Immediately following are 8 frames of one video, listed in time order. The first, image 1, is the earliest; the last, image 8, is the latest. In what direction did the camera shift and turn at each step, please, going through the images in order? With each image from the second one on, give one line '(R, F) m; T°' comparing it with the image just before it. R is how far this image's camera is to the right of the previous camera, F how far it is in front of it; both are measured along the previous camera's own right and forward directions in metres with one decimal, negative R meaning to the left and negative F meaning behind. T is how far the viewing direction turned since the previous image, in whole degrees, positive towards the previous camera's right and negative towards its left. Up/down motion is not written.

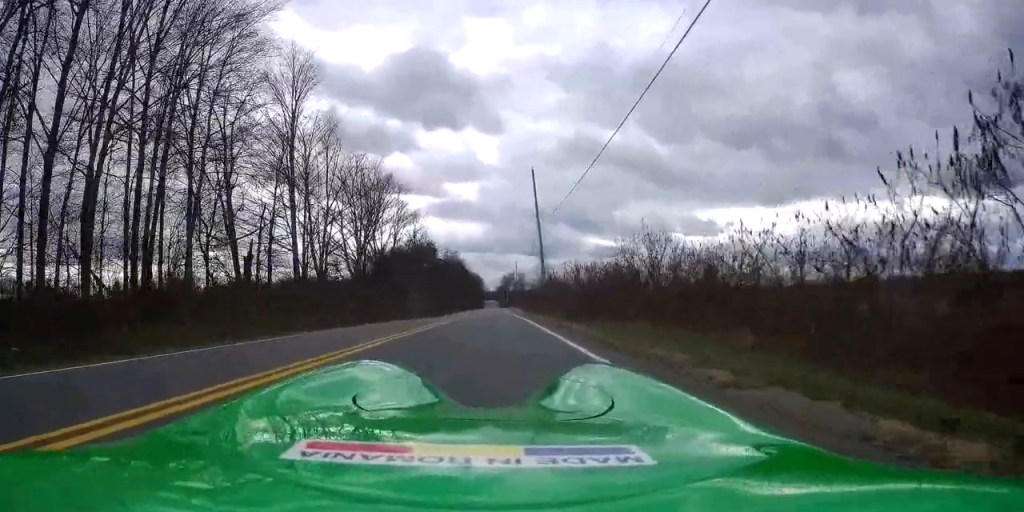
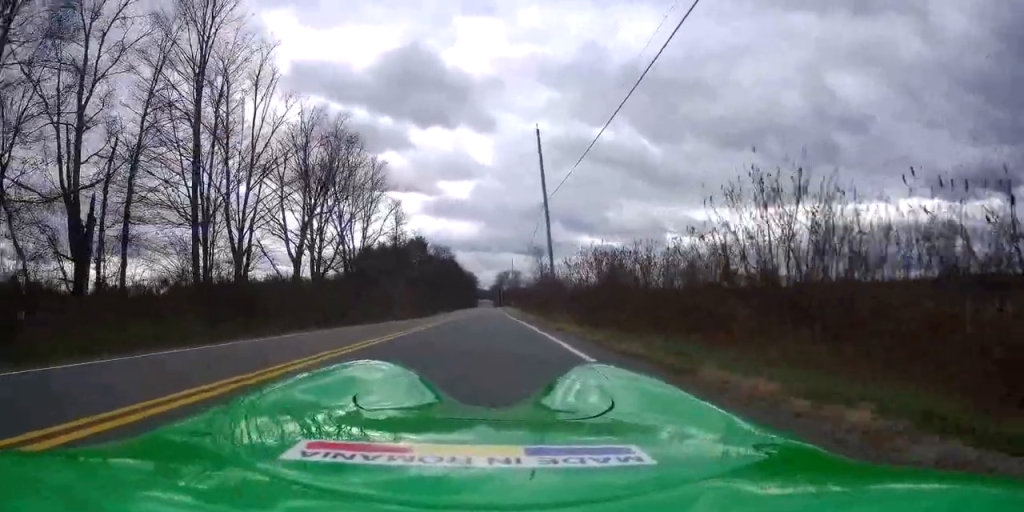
(+0.1, +11.0) m; +1°
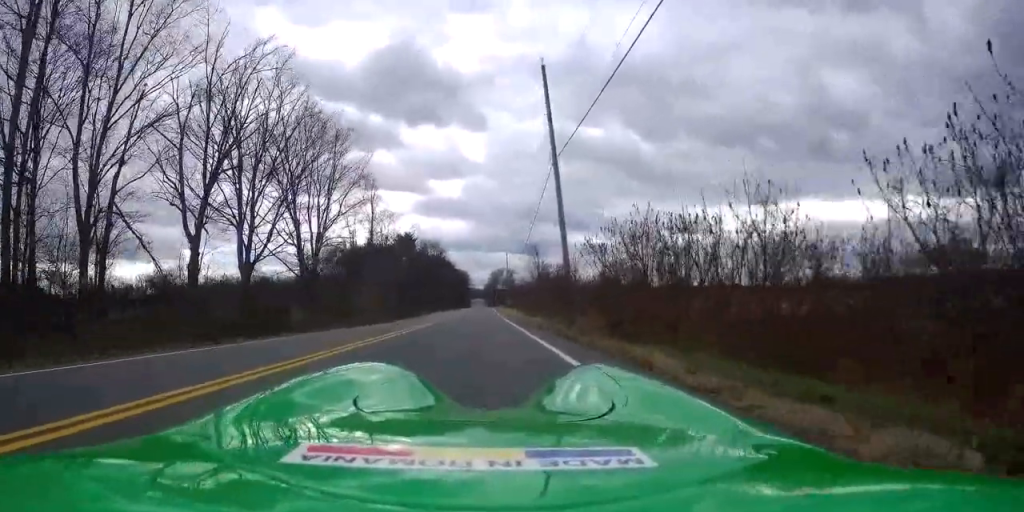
(0.0, +10.2) m; 0°
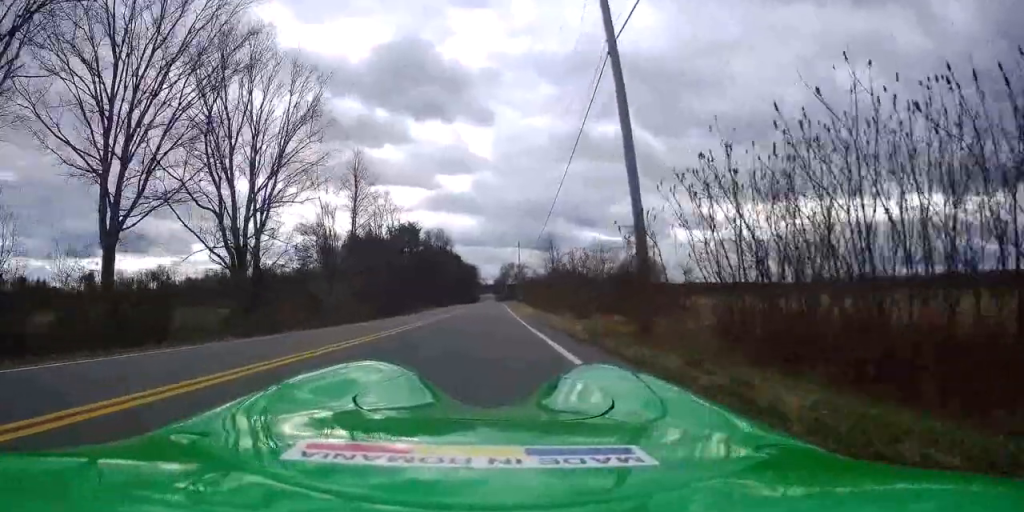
(0.0, +11.8) m; 0°
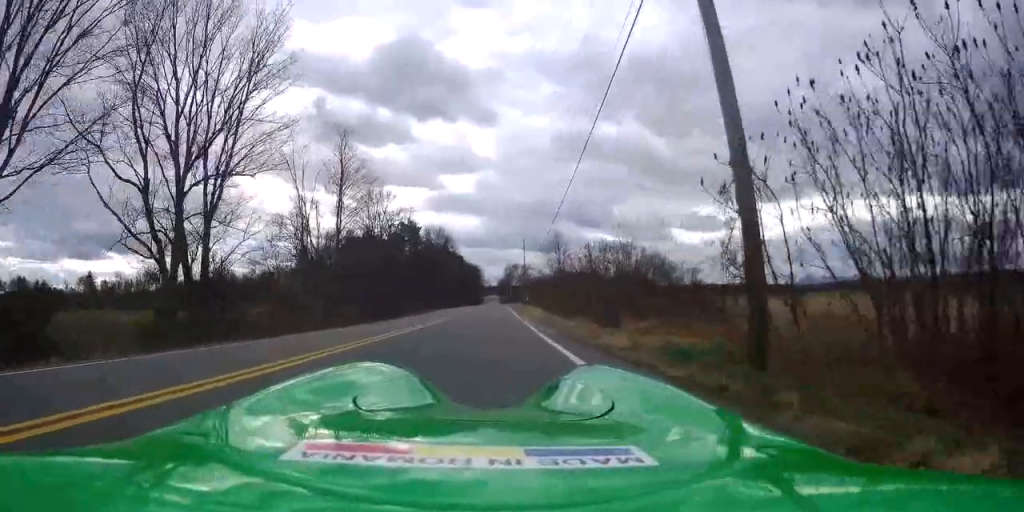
(0.0, +6.0) m; 0°
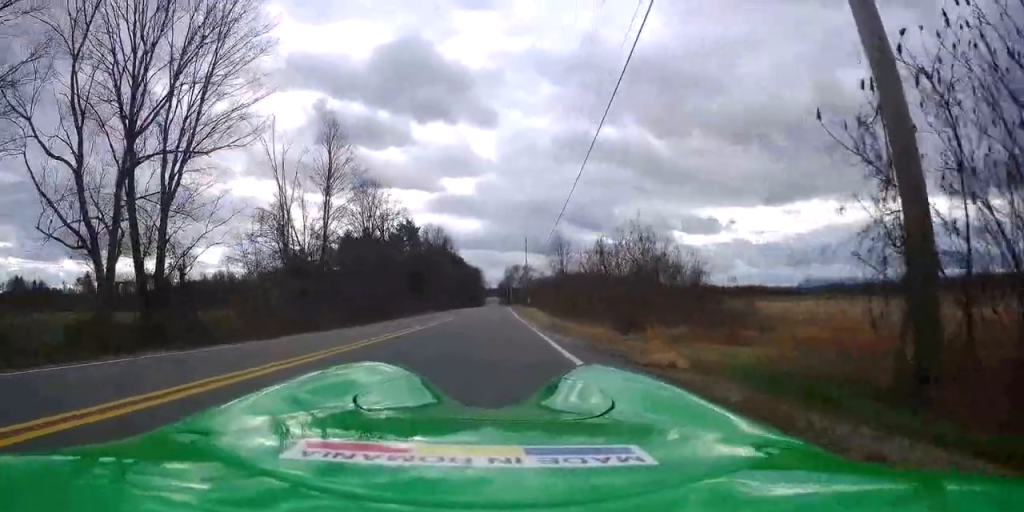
(0.0, +3.7) m; 0°
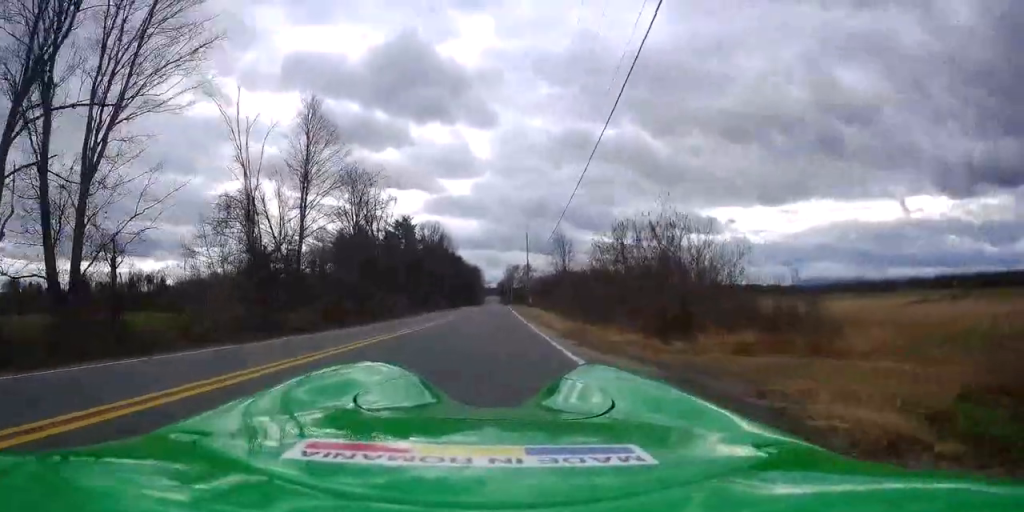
(0.0, +5.0) m; 0°
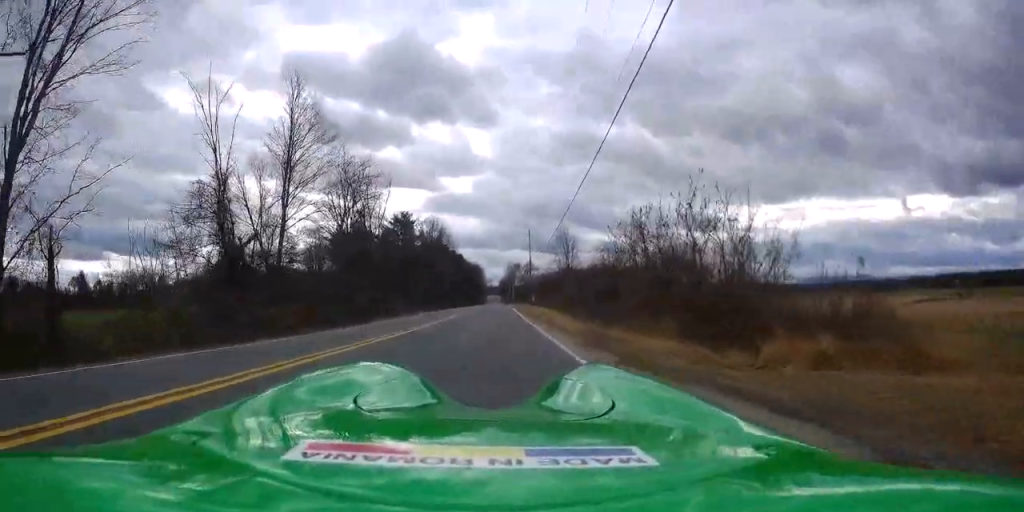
(0.0, +3.5) m; 0°
